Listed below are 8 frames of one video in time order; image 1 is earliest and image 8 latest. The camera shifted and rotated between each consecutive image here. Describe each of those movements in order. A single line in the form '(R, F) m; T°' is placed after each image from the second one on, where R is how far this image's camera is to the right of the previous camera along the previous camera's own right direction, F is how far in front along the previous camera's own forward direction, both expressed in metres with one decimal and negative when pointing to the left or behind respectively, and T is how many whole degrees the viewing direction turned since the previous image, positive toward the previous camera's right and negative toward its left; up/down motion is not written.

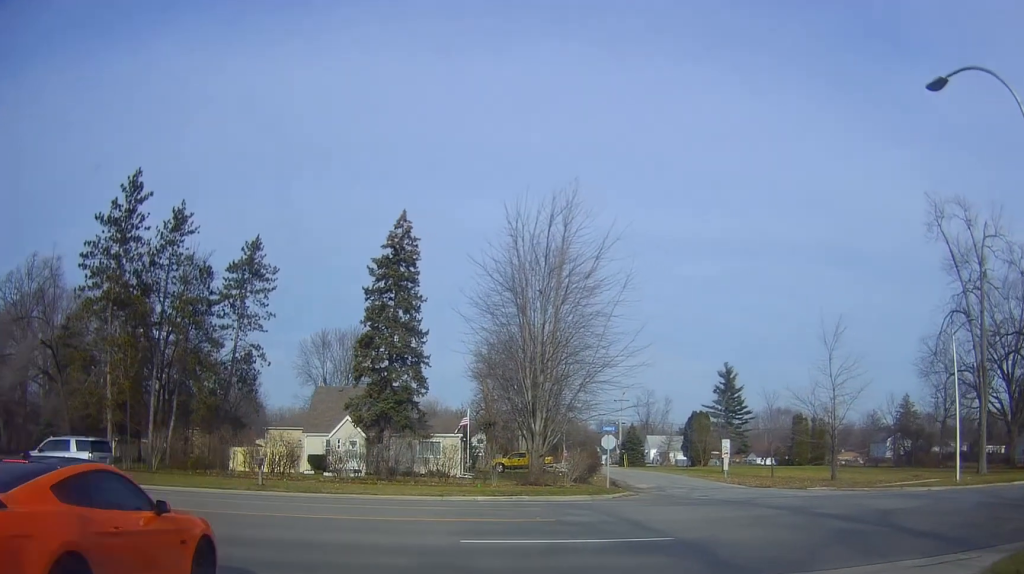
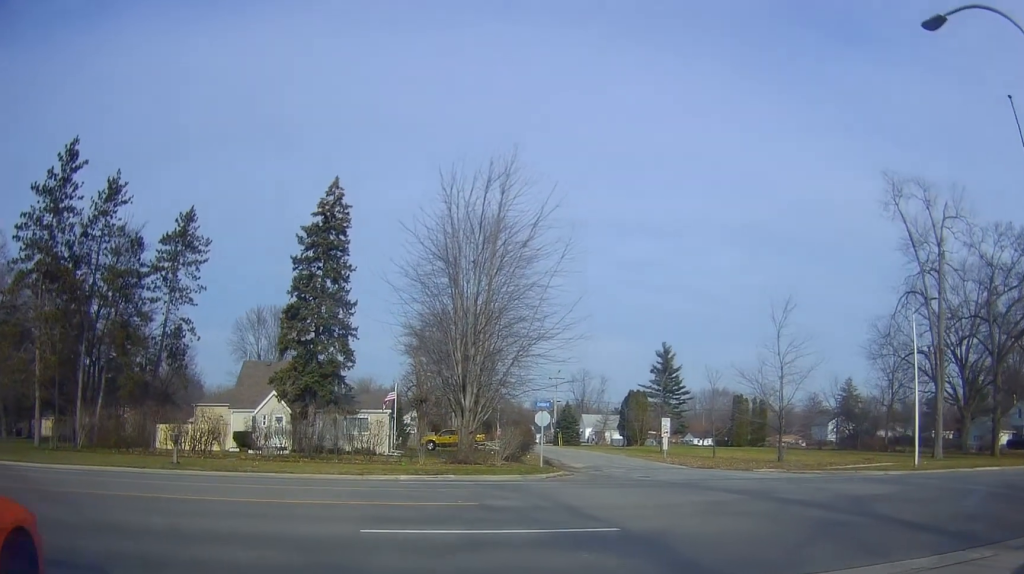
(+0.3, +2.6) m; +10°
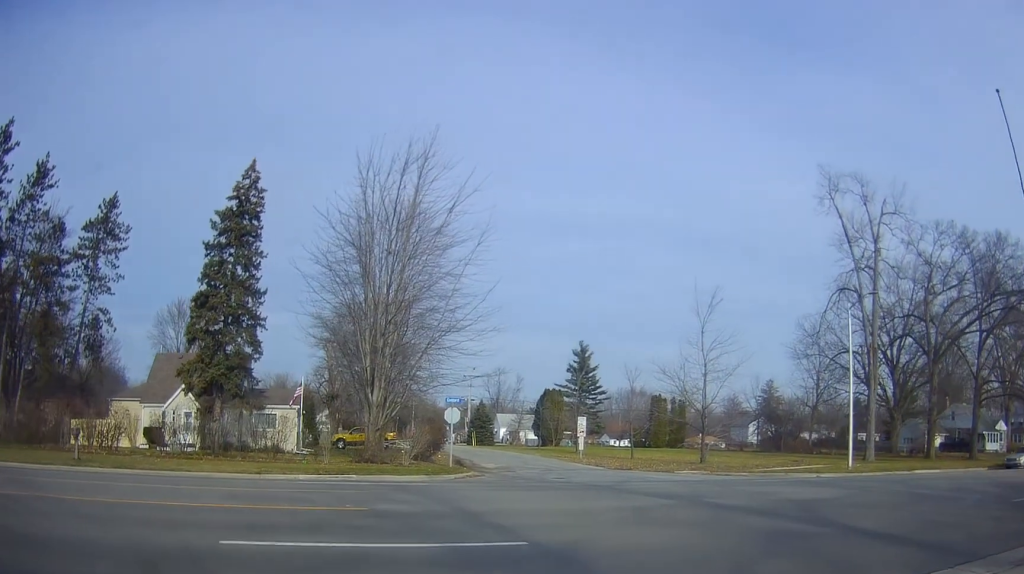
(+0.3, +2.3) m; +13°
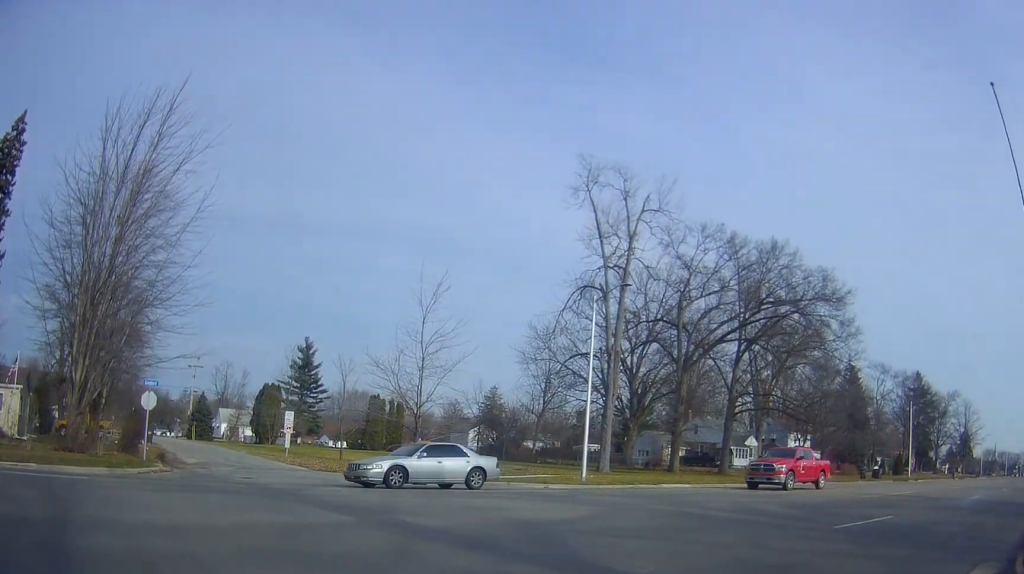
(+1.1, +4.0) m; +36°
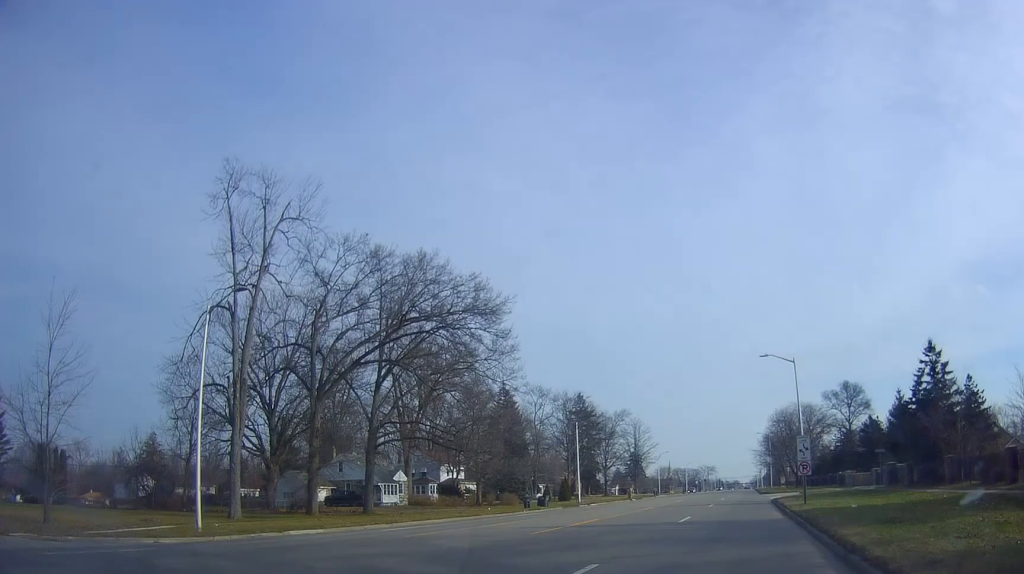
(+1.4, +5.2) m; +19°
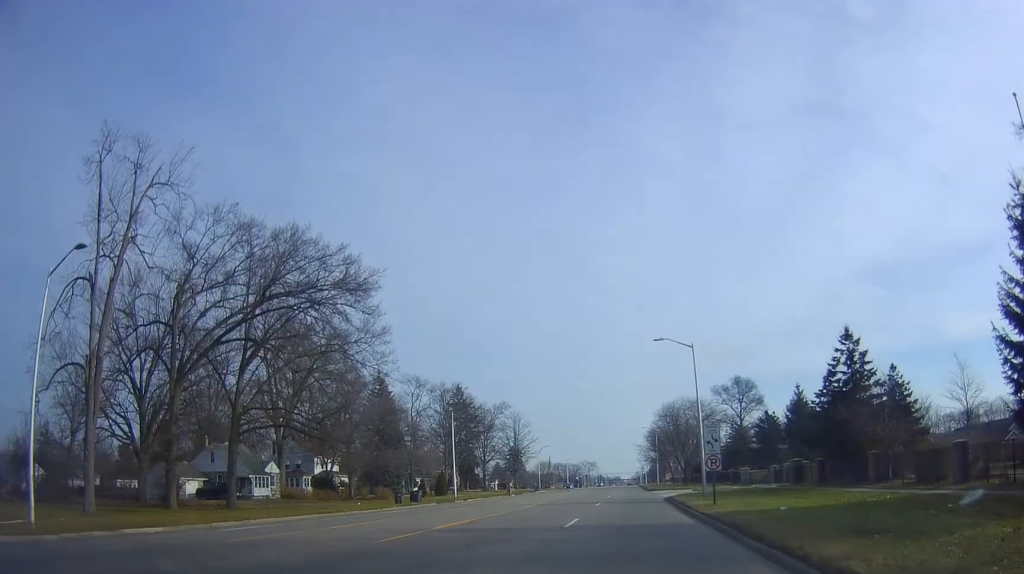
(-0.1, +3.6) m; +6°
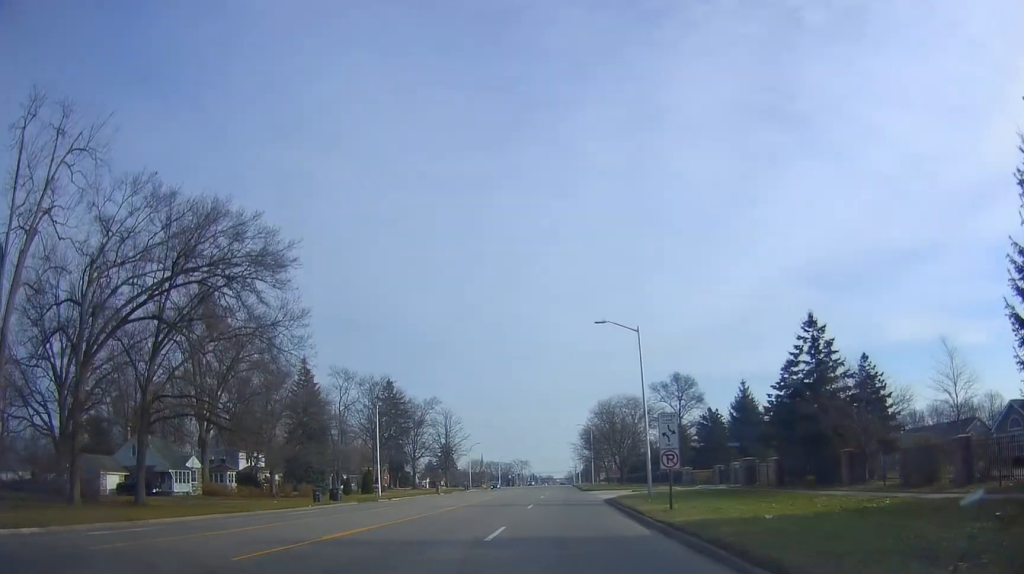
(+0.4, +3.5) m; +5°
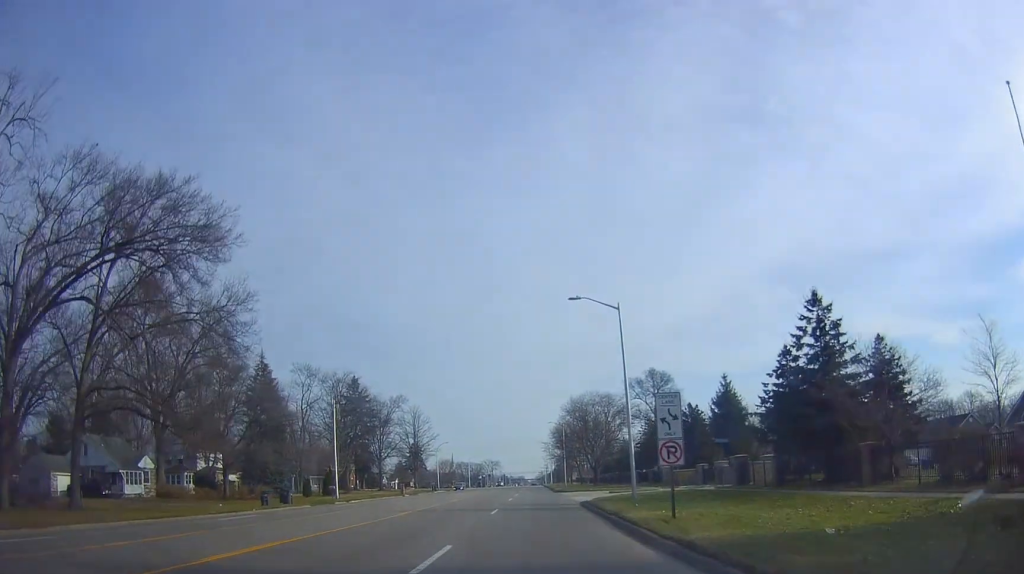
(+0.2, +3.8) m; +4°
